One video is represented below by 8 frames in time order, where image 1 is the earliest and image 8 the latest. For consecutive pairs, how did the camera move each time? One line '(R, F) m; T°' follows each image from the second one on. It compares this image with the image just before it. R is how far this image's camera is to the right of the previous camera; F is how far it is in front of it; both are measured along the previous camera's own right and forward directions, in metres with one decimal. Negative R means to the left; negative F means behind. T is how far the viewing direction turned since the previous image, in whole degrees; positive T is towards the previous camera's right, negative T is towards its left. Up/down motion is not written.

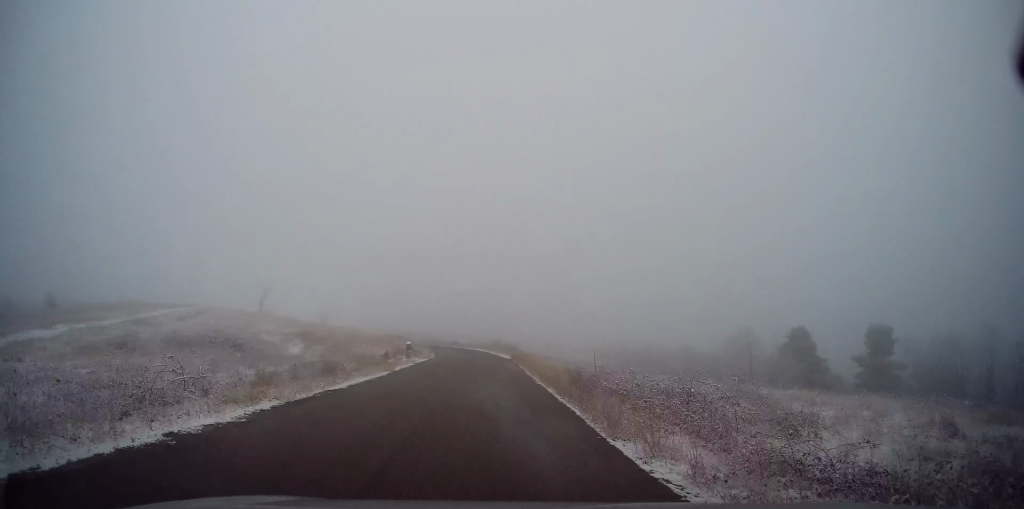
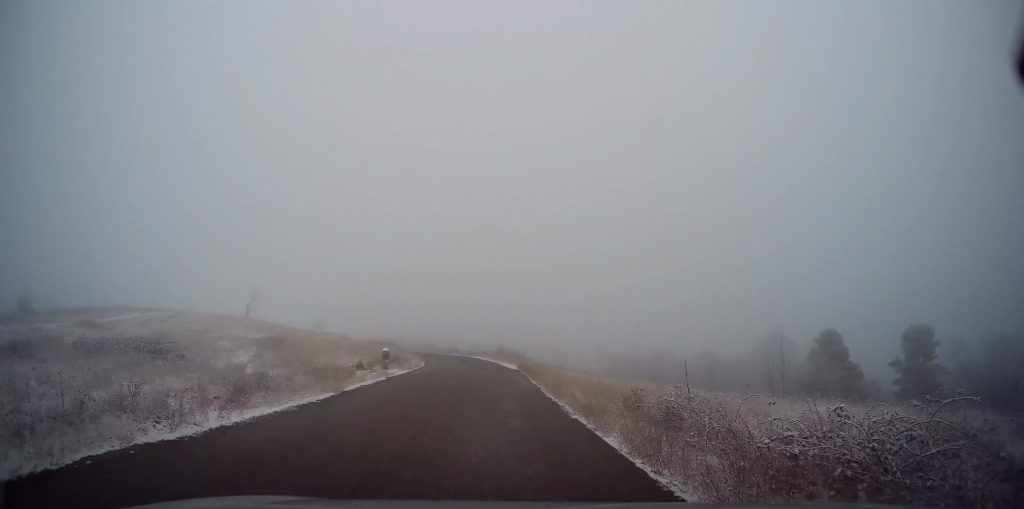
(-0.2, +7.0) m; 0°
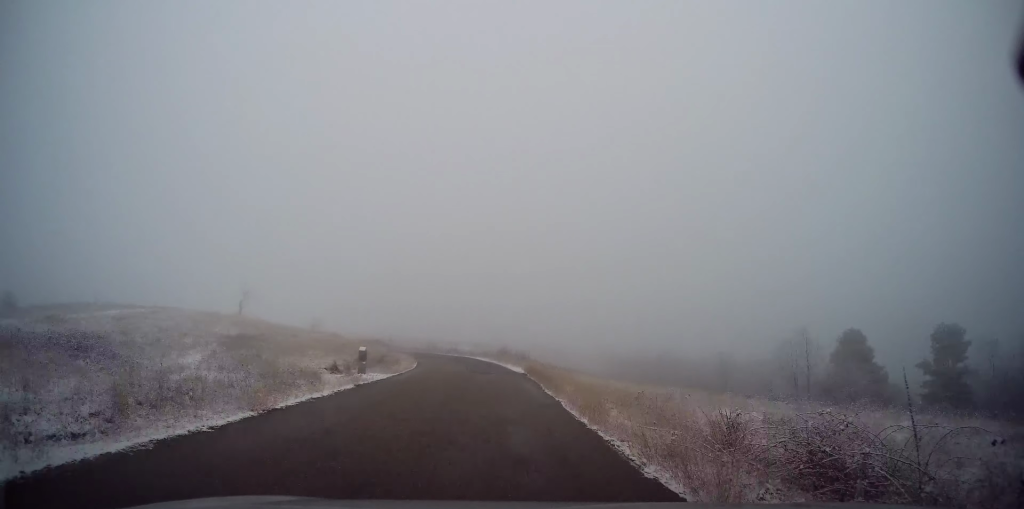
(+0.1, +4.8) m; +1°
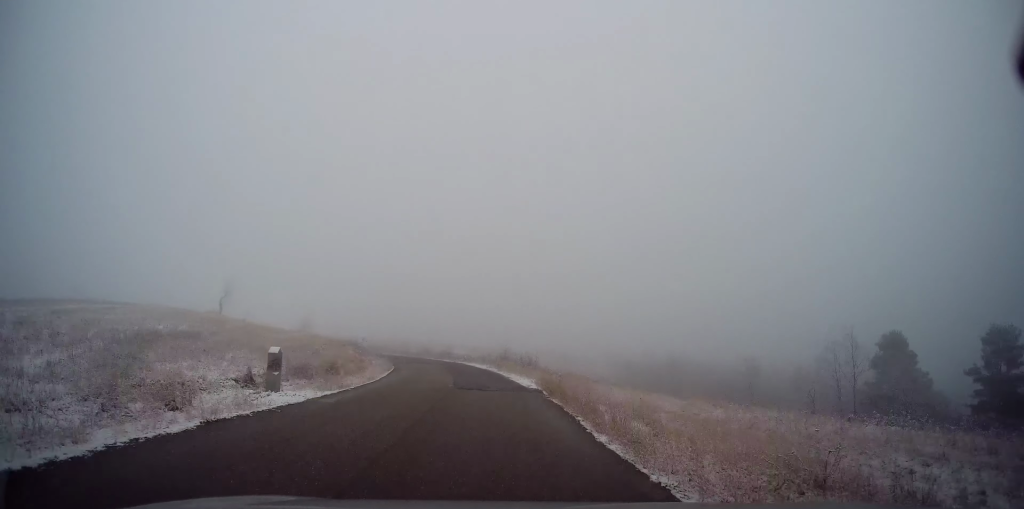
(+0.1, +7.9) m; +1°
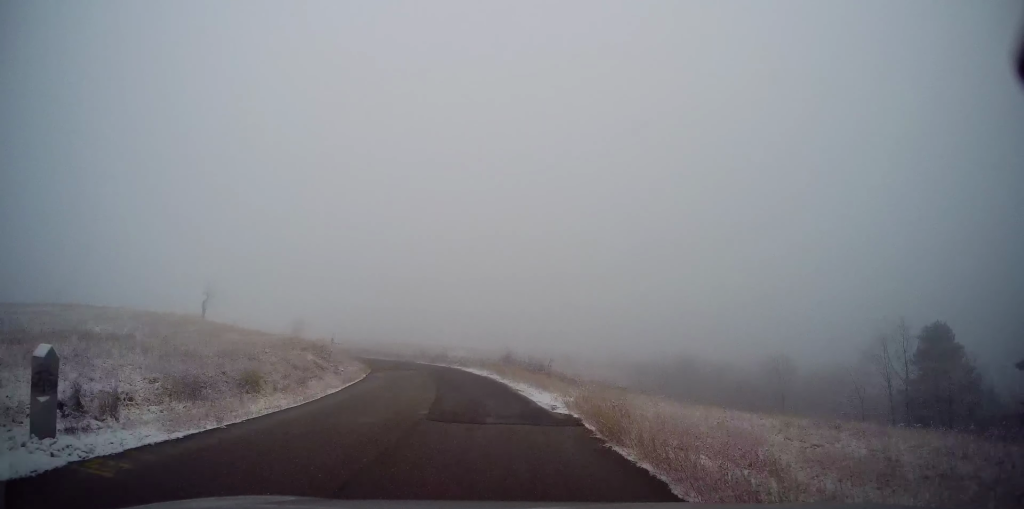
(0.0, +6.8) m; -1°
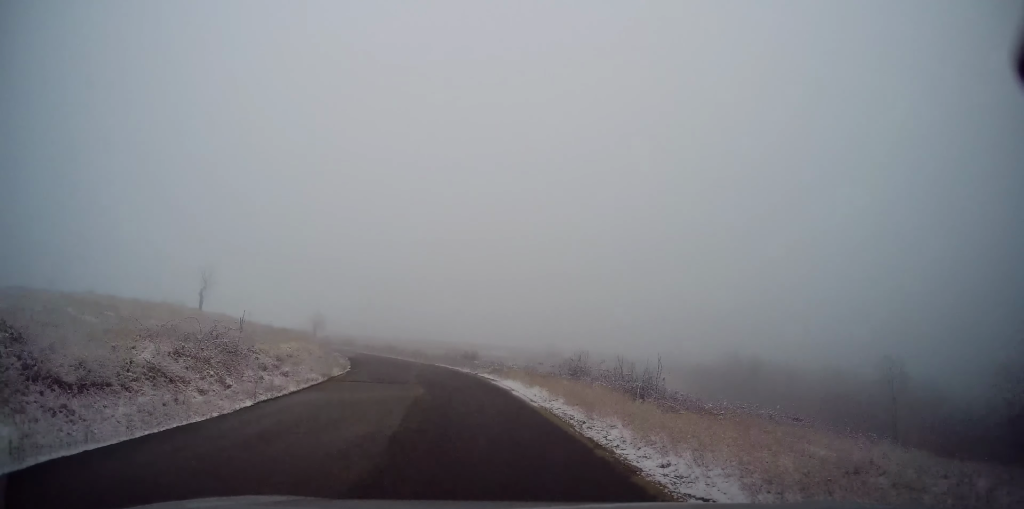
(-0.3, +13.5) m; -5°
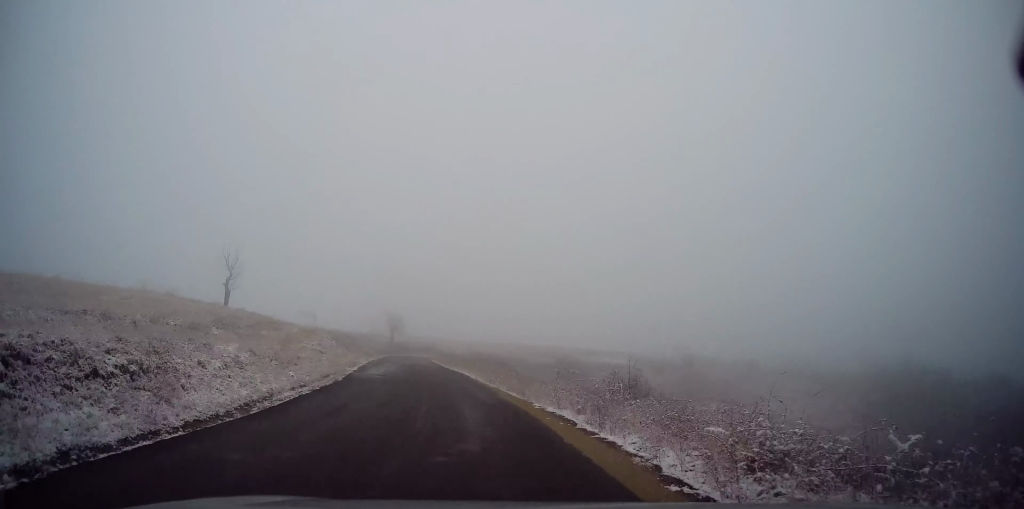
(-1.9, +21.4) m; -9°
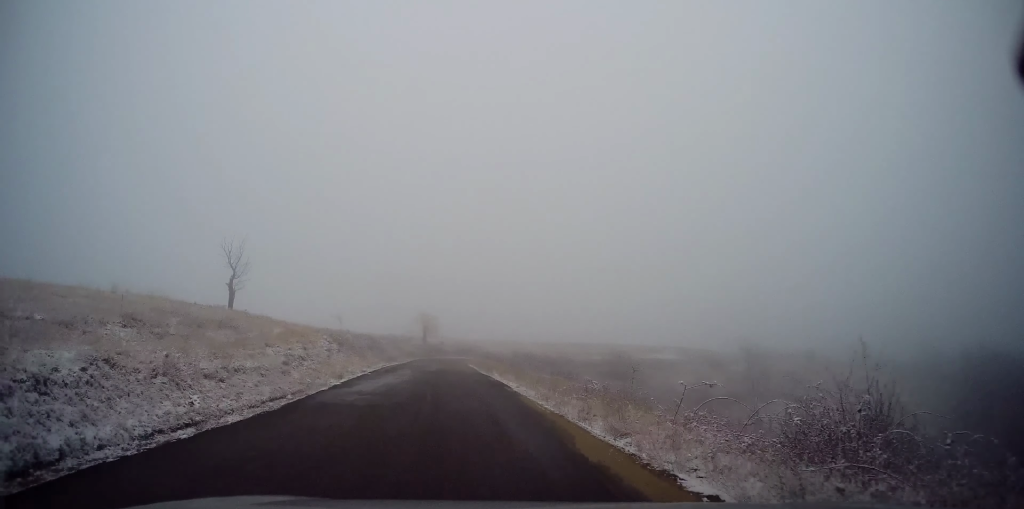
(+0.1, +8.3) m; -4°
